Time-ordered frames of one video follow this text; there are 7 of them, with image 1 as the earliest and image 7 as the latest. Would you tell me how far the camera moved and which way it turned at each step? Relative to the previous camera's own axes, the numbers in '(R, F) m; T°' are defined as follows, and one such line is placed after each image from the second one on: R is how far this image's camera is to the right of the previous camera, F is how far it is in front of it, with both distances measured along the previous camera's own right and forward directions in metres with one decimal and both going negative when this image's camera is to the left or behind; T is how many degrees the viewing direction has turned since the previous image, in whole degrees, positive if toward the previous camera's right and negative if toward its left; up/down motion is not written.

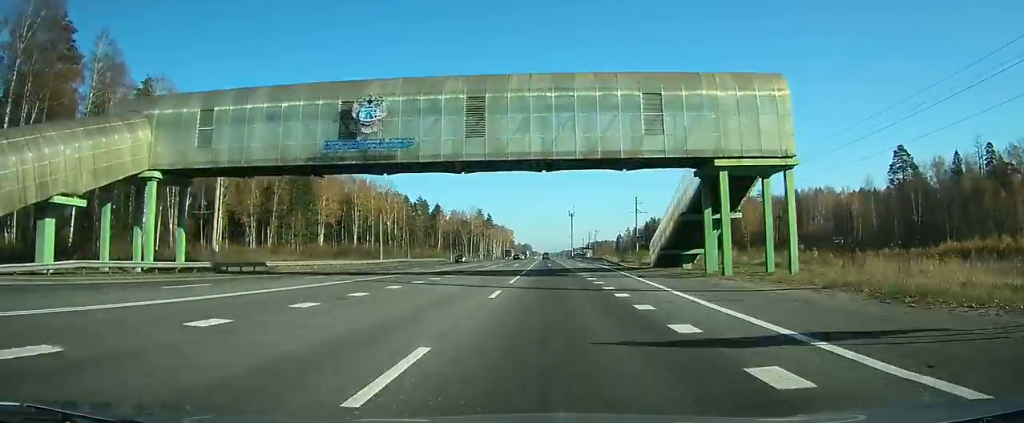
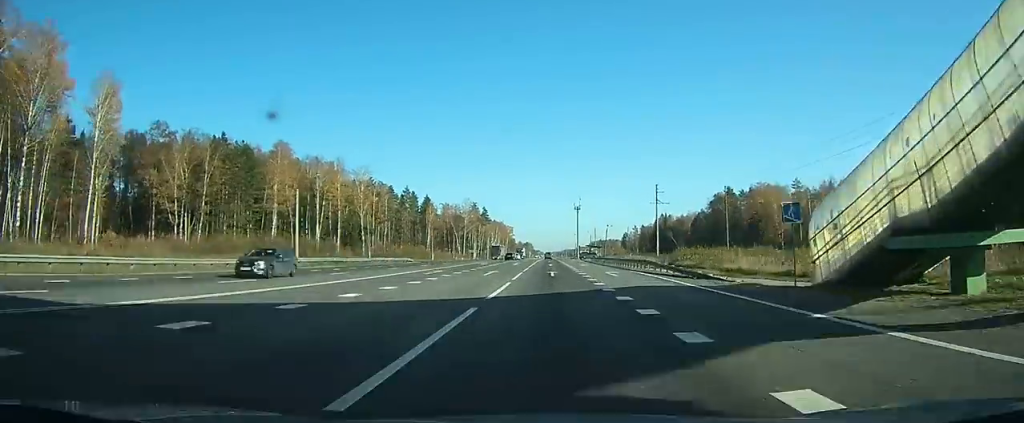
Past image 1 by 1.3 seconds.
(0.0, +33.3) m; 0°
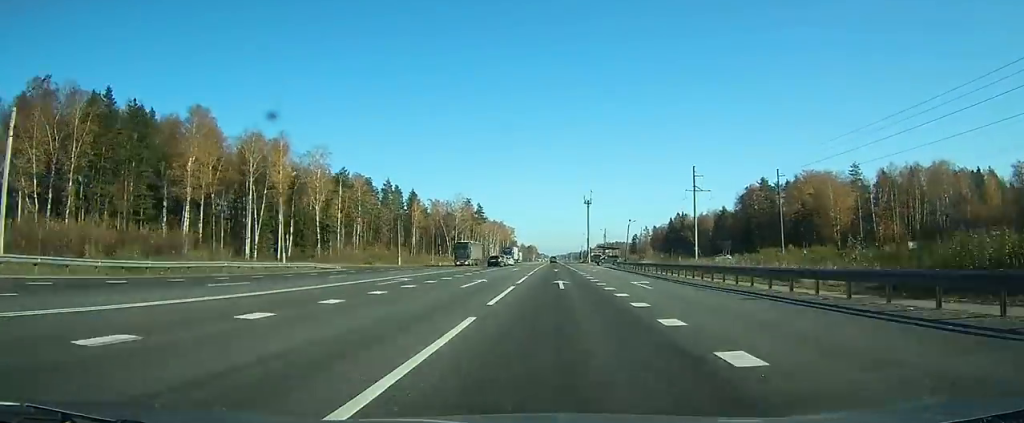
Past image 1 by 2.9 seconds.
(-0.2, +37.5) m; 0°
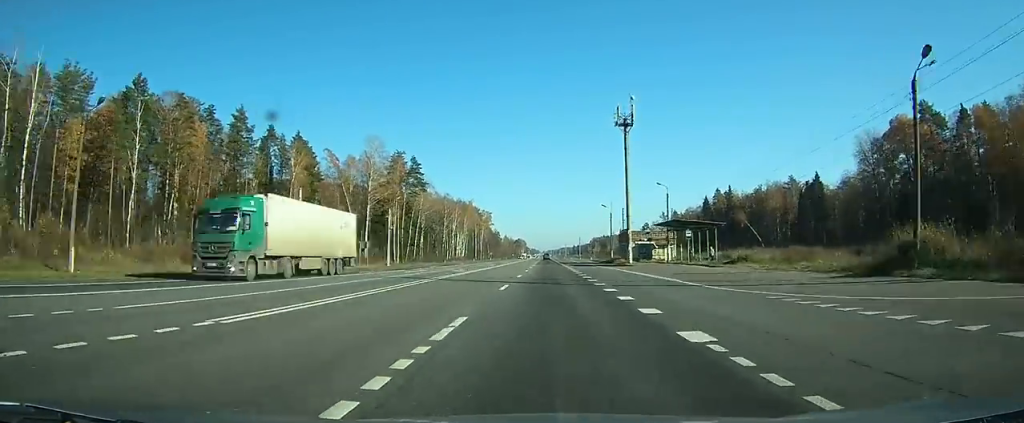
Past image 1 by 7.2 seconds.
(+0.9, +103.3) m; +1°
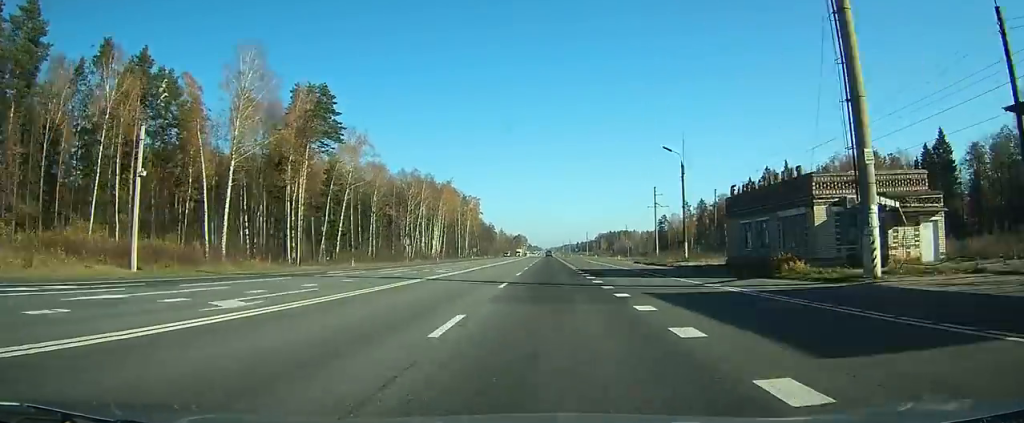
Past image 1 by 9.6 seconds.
(0.0, +61.7) m; 0°
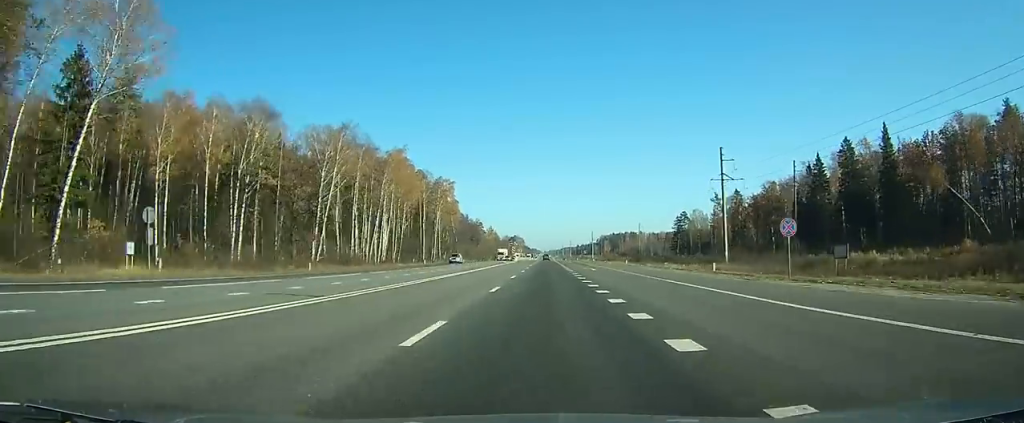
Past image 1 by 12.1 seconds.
(-0.1, +62.0) m; 0°
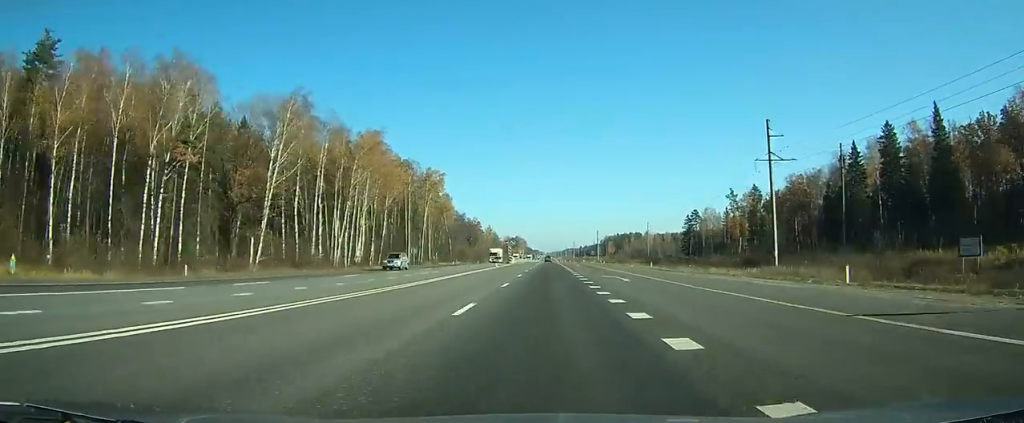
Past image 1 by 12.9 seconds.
(0.0, +19.7) m; 0°
